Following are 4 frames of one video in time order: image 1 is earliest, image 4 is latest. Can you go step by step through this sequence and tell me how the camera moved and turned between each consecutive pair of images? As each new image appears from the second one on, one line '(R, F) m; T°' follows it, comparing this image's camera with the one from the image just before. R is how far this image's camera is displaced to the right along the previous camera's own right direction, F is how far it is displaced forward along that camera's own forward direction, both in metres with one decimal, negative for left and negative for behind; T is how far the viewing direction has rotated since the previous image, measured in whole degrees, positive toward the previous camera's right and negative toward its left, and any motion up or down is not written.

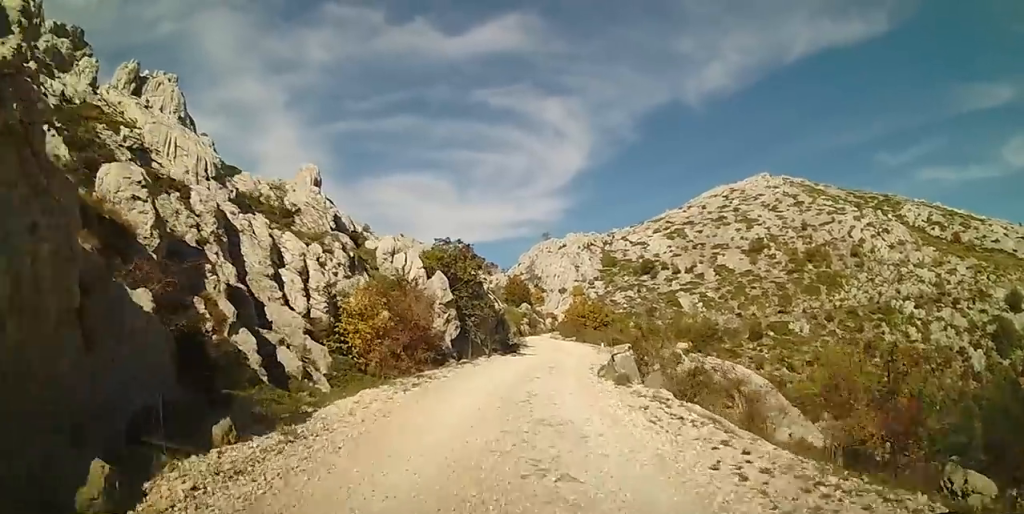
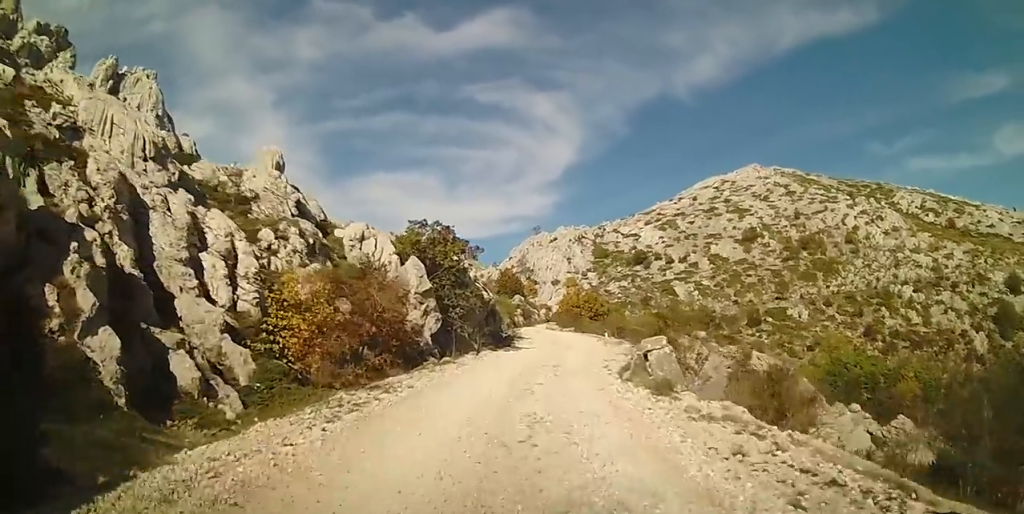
(0.0, +4.3) m; +3°
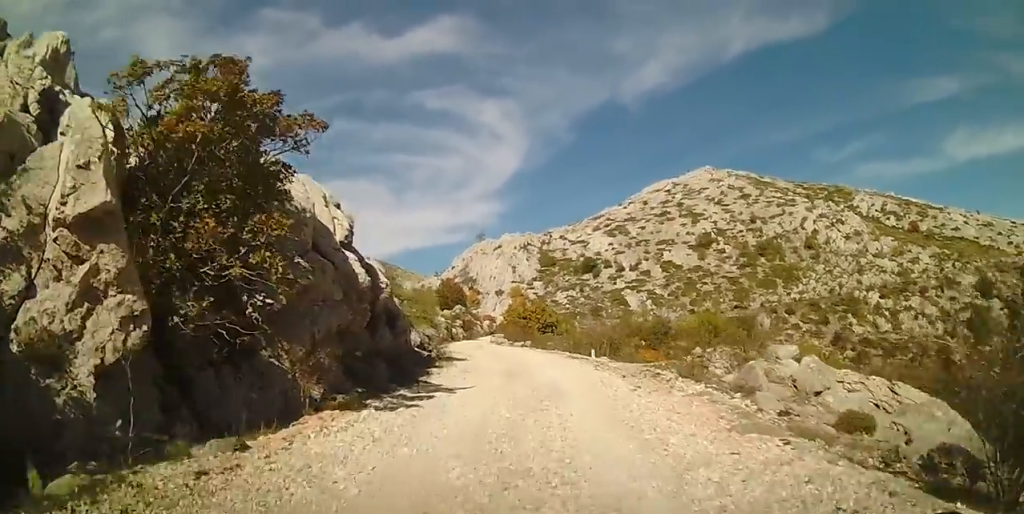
(+1.1, +15.1) m; +5°
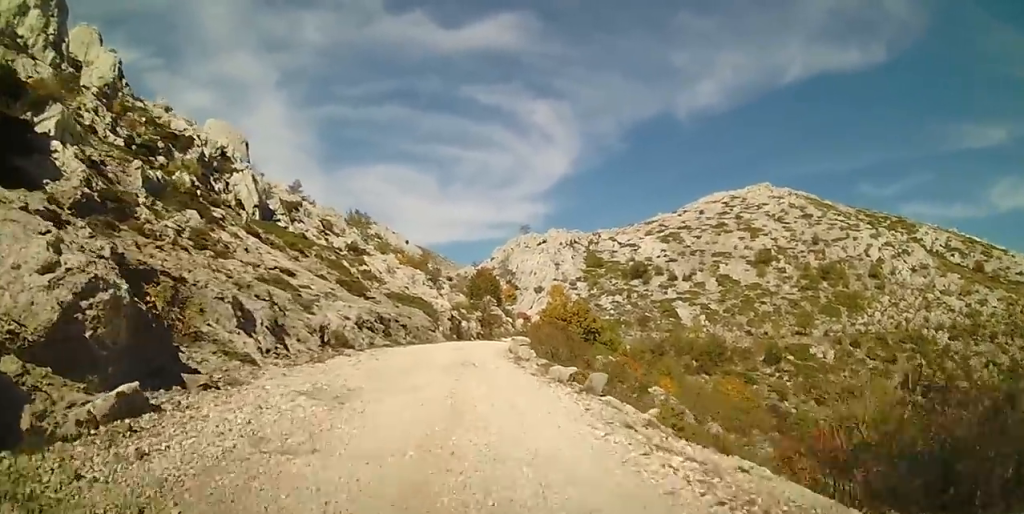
(-0.4, +24.4) m; -5°
